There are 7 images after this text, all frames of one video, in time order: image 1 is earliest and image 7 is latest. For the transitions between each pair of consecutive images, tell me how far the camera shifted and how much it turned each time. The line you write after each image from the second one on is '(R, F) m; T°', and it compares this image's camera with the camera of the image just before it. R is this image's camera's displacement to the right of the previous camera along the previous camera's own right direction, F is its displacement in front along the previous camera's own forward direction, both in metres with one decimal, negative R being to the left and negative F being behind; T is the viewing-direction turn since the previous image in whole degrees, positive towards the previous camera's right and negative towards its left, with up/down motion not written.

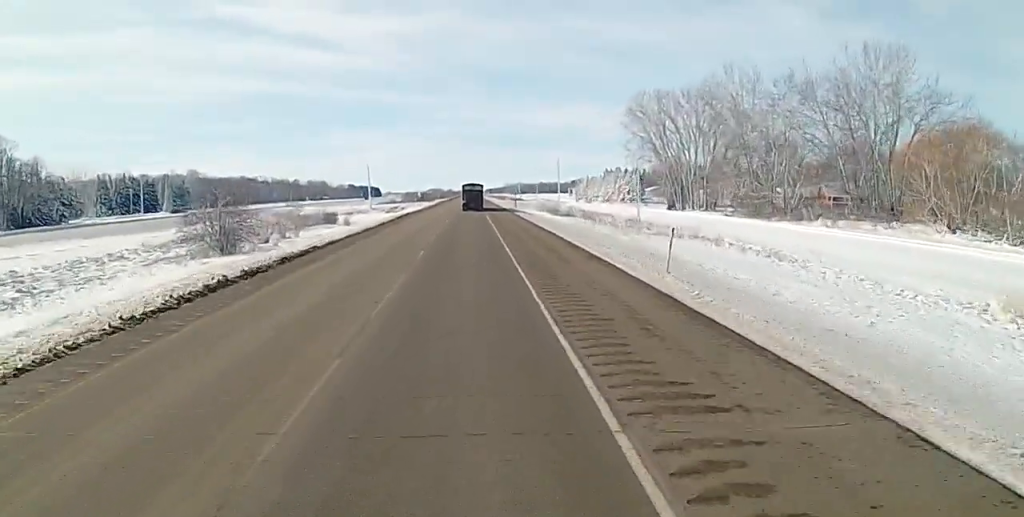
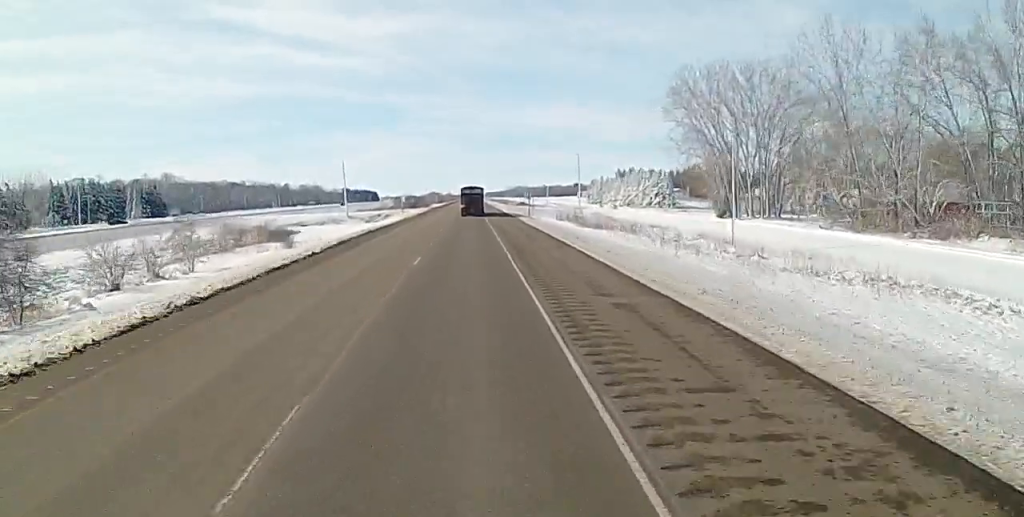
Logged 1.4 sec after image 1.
(0.0, +37.7) m; 0°
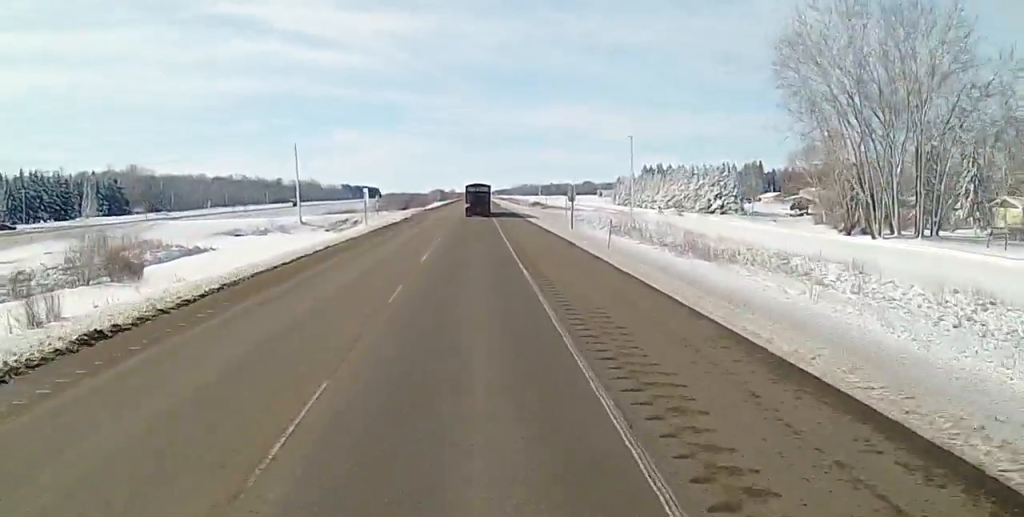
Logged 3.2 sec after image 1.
(0.0, +47.8) m; 0°
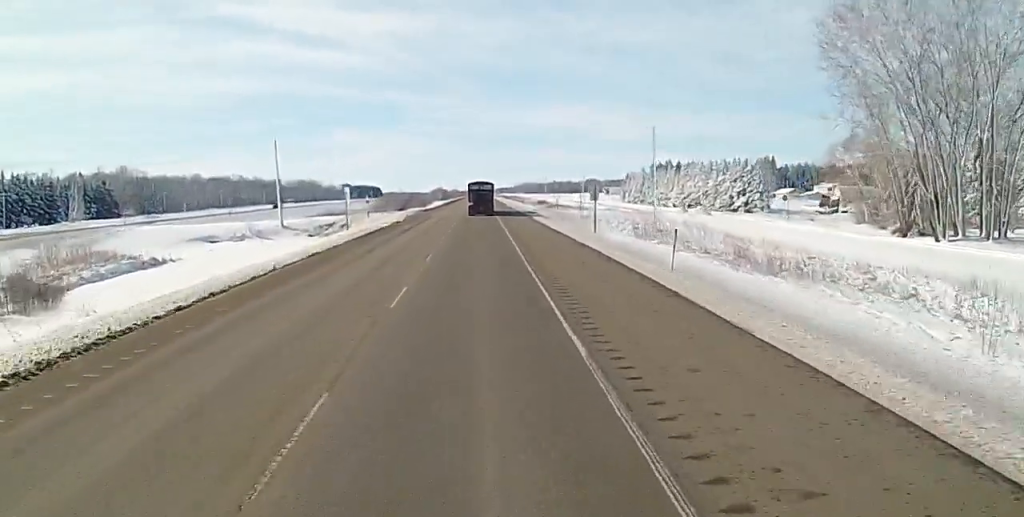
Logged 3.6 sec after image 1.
(0.0, +12.7) m; 0°
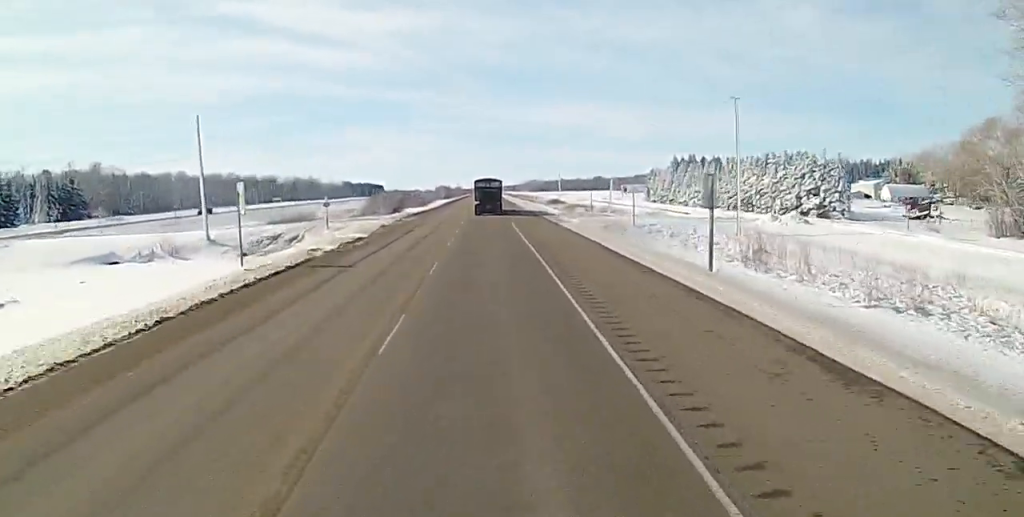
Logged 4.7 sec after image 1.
(-0.3, +30.2) m; -1°
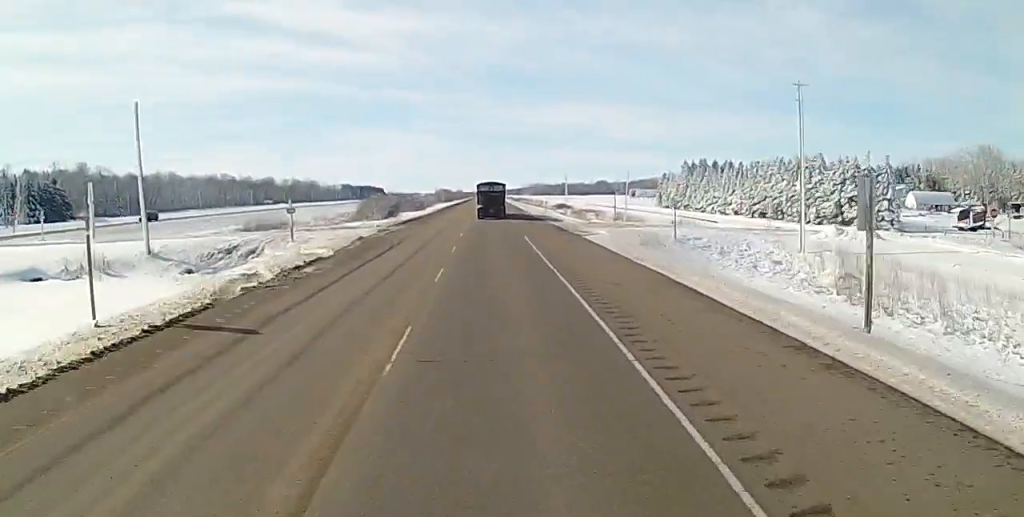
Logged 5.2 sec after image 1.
(-0.2, +13.8) m; -1°
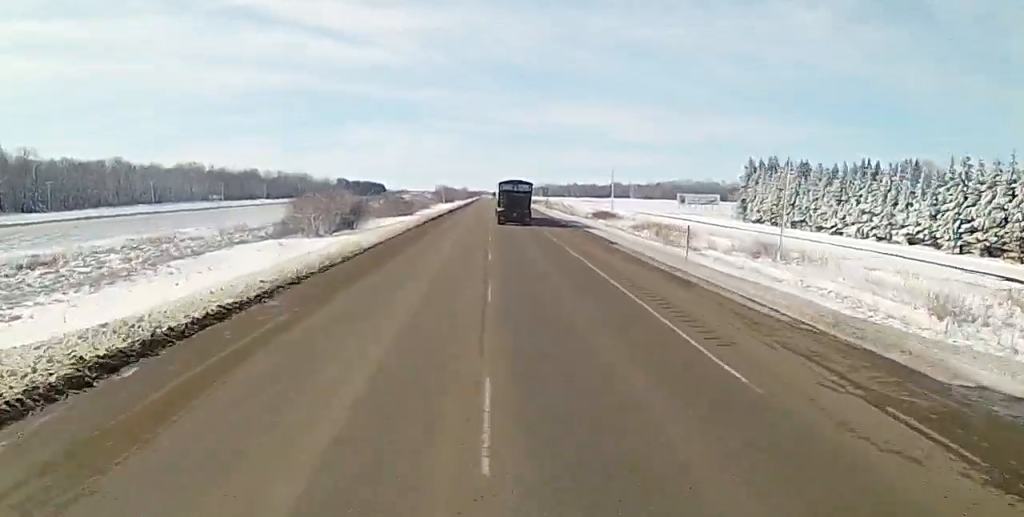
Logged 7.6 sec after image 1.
(+1.0, +65.2) m; +1°
